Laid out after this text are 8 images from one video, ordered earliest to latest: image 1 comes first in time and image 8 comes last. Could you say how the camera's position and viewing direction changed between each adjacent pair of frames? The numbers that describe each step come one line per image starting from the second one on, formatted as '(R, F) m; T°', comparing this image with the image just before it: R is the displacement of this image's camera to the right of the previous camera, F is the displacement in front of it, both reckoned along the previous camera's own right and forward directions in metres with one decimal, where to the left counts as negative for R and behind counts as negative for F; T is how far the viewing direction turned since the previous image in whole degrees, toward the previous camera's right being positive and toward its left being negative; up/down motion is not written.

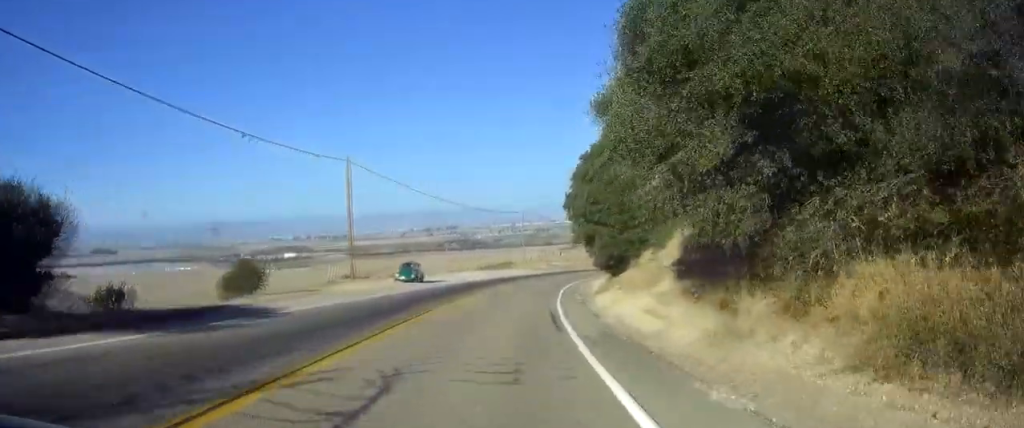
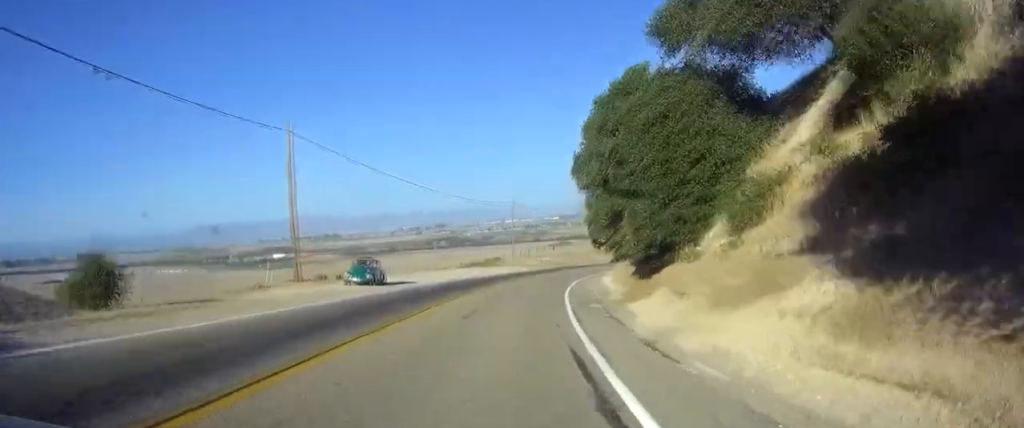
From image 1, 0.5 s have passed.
(0.0, +11.4) m; 0°
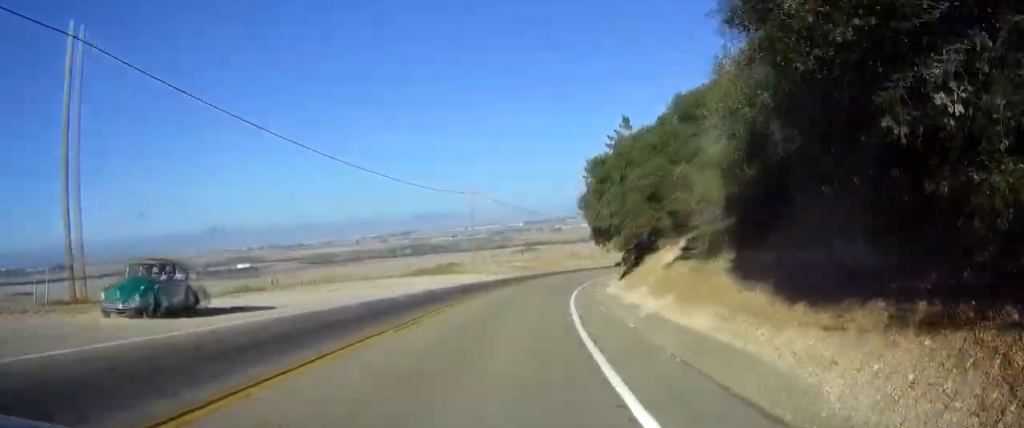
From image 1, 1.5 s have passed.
(+0.1, +20.6) m; +1°
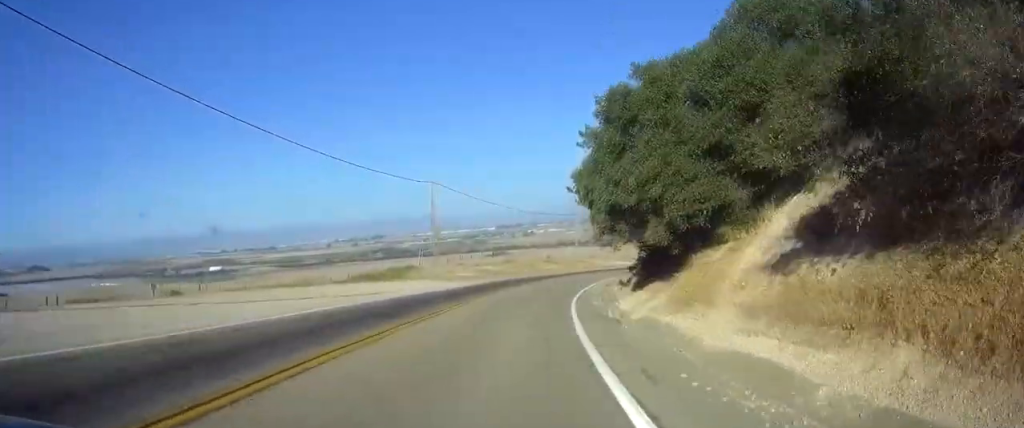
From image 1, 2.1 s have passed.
(0.0, +13.4) m; +2°
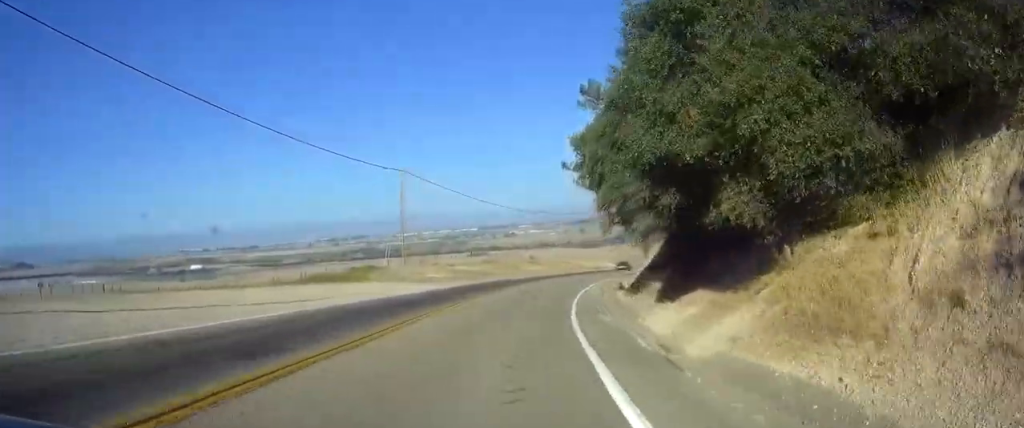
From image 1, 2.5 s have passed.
(+0.2, +8.4) m; +2°
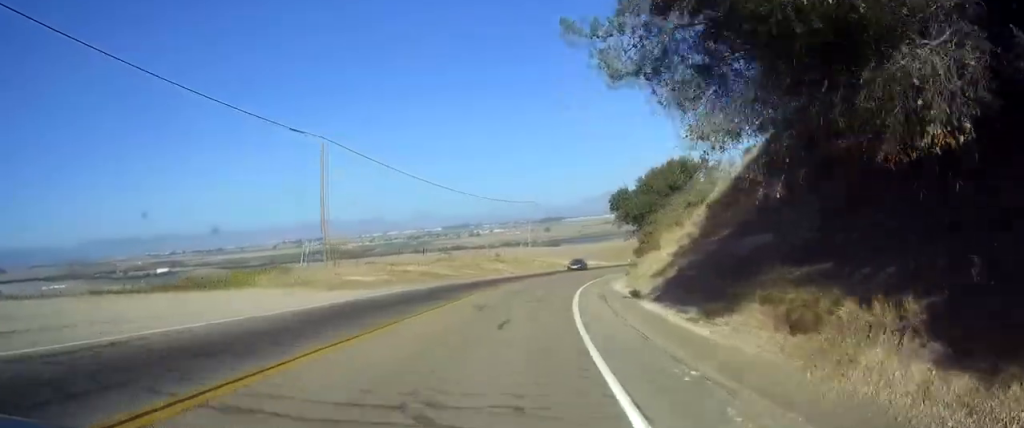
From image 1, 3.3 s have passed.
(+0.3, +15.4) m; +4°
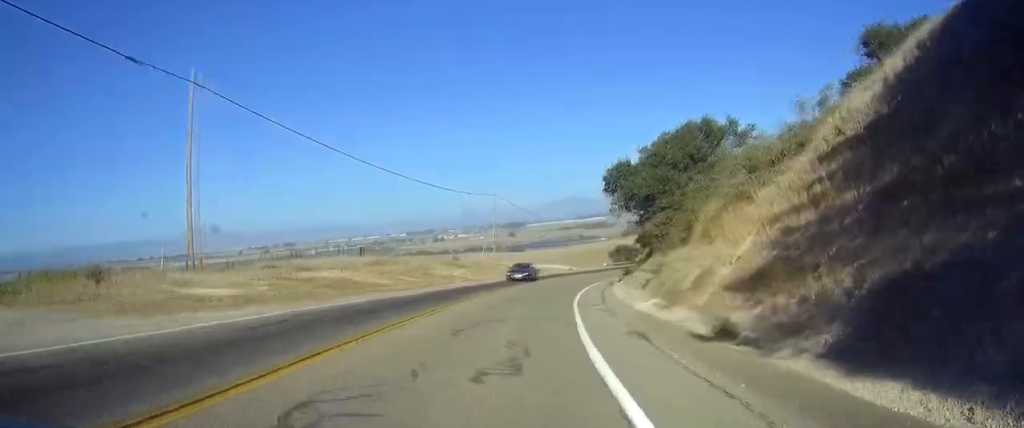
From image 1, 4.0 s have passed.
(+0.6, +15.5) m; +5°
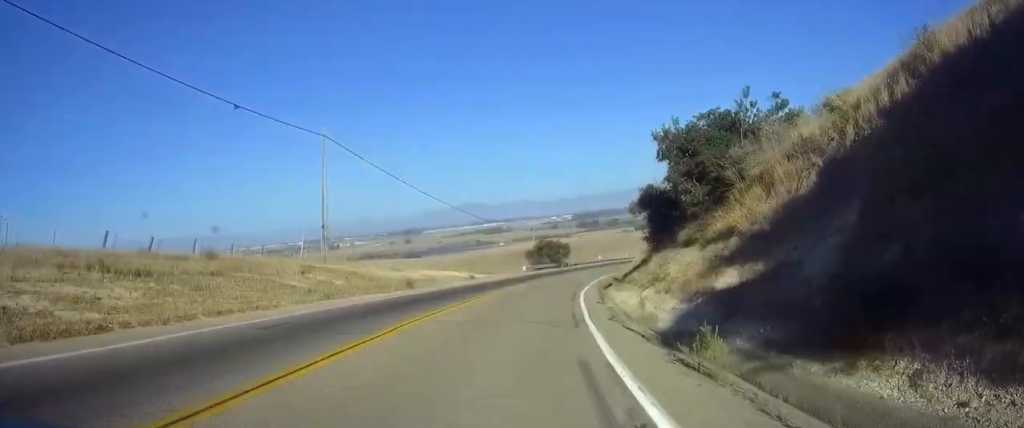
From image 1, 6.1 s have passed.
(+2.7, +44.4) m; +5°
